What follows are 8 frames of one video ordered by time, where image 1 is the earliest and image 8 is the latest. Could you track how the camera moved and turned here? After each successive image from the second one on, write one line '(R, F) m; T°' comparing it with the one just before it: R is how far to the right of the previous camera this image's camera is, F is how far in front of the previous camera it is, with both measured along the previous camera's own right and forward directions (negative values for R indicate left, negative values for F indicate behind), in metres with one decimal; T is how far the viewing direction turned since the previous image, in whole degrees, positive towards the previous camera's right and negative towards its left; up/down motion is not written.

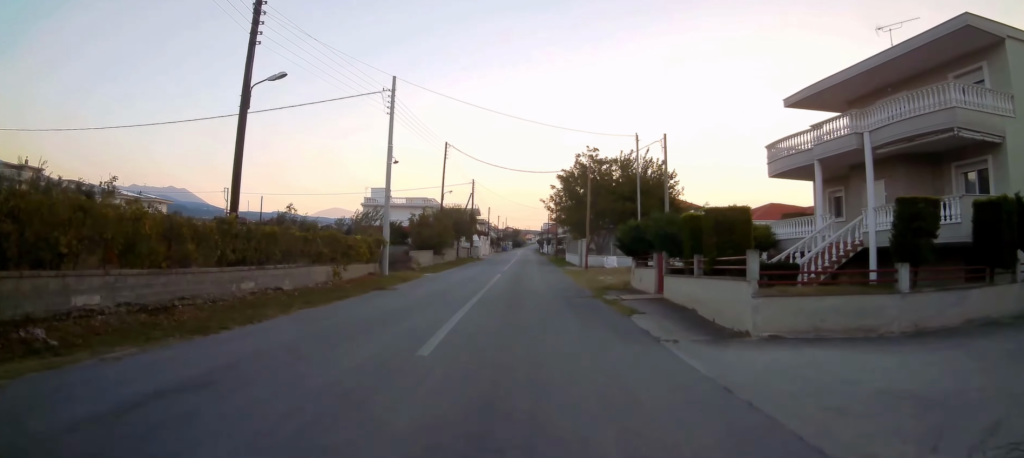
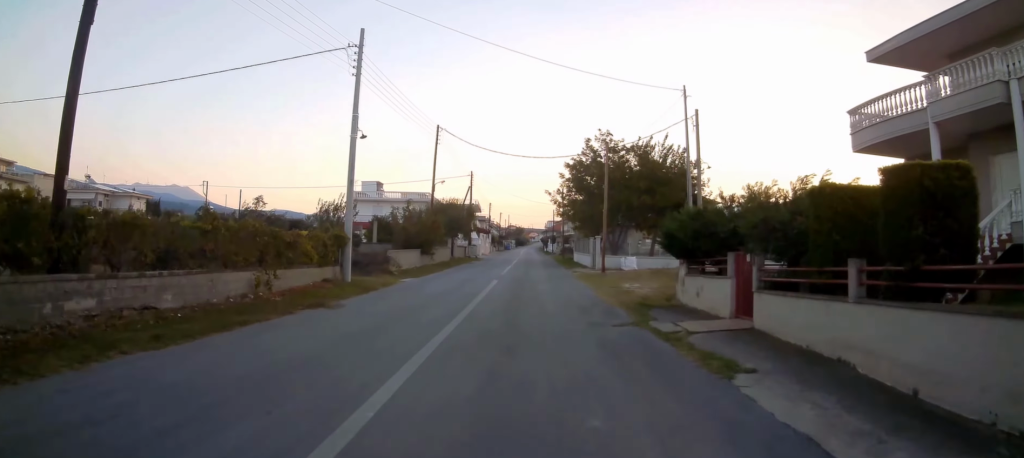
(+0.3, +7.1) m; +1°
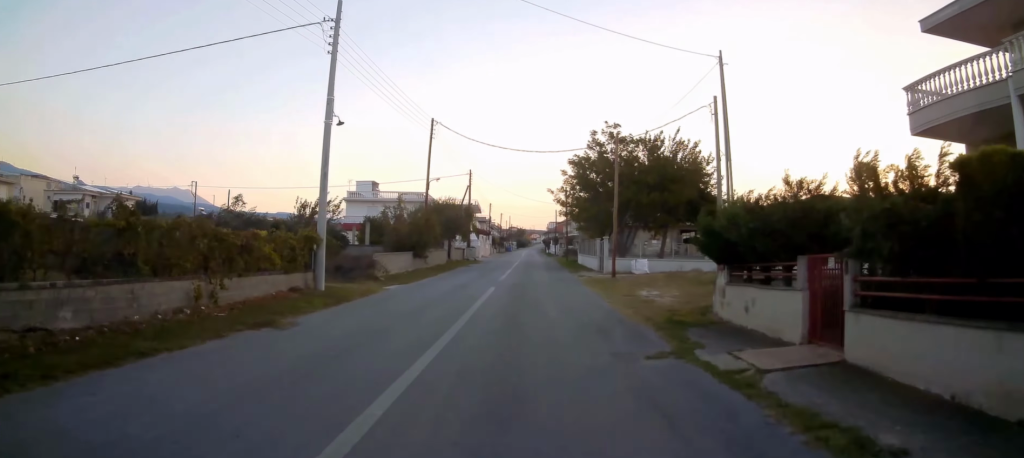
(+0.2, +3.4) m; 0°
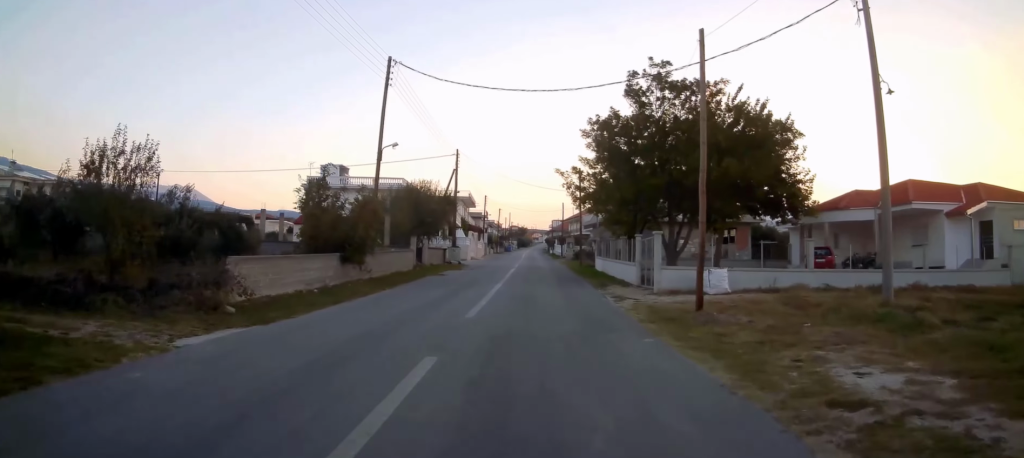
(-0.8, +15.4) m; -2°
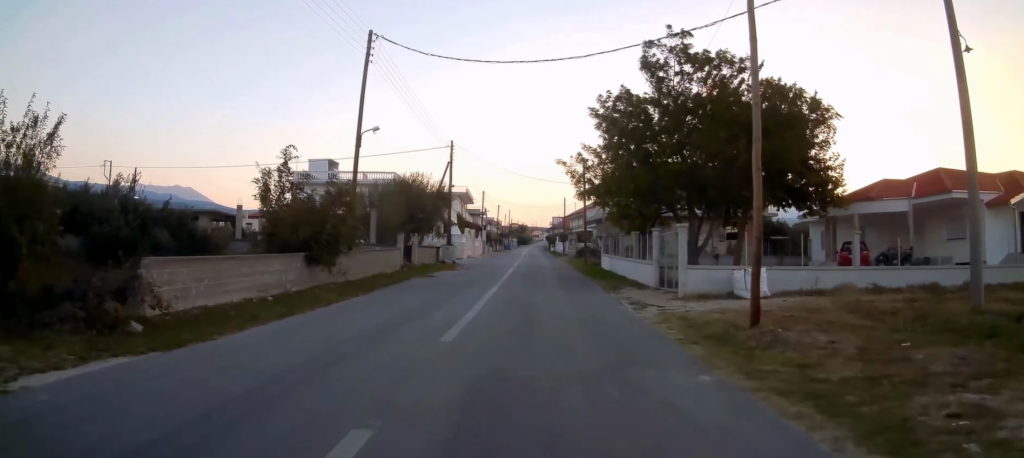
(0.0, +3.8) m; +1°
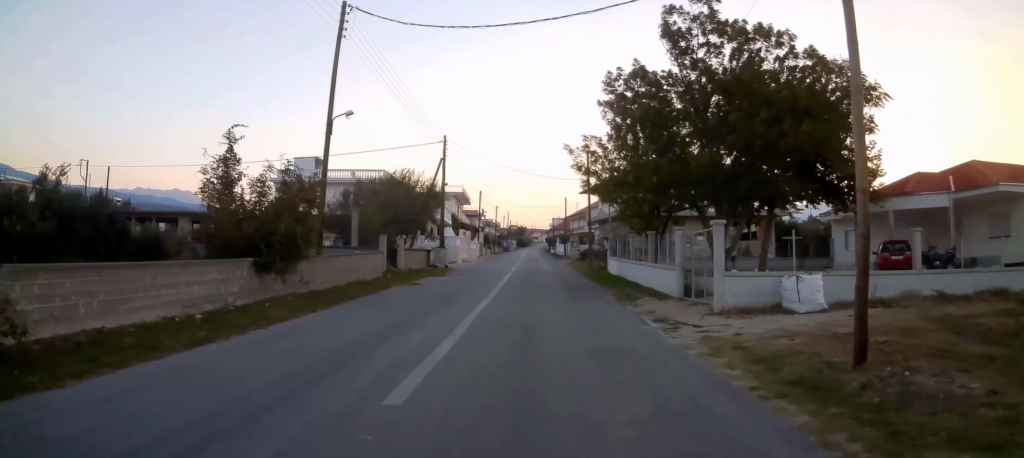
(0.0, +3.9) m; +1°
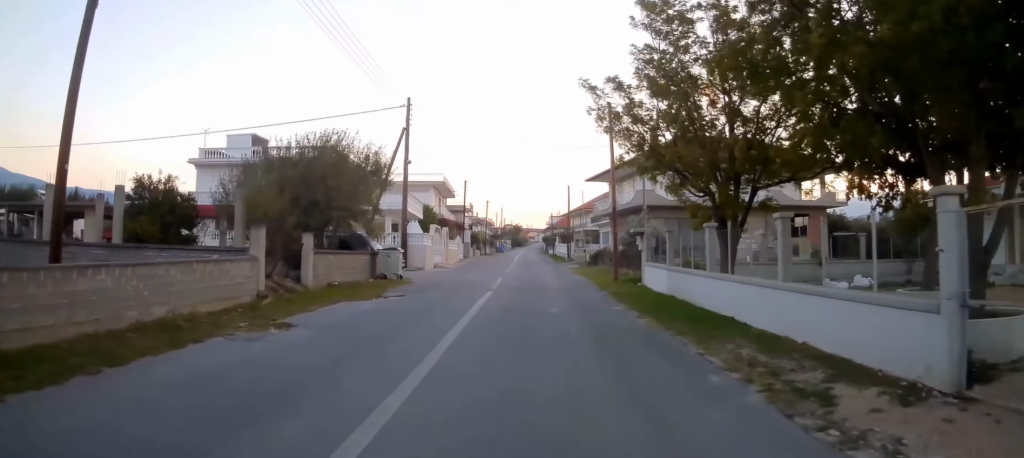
(+0.4, +13.7) m; +1°
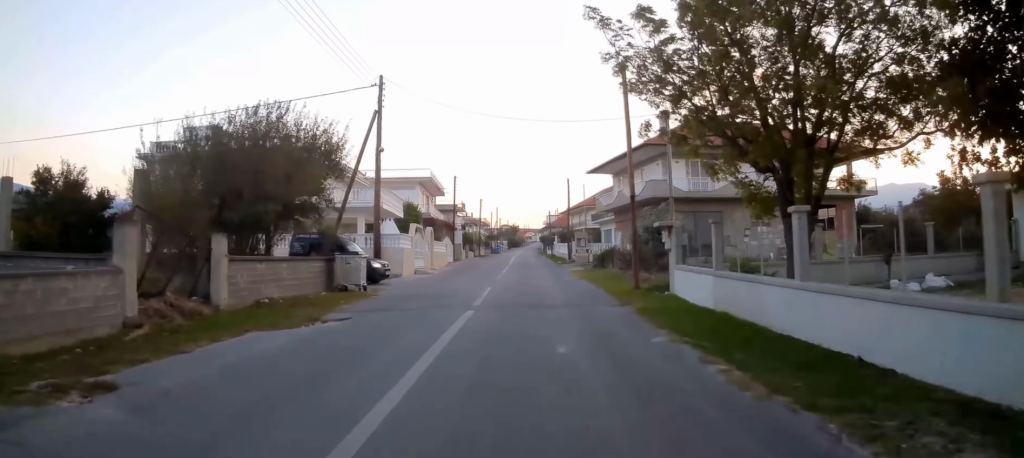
(-0.2, +5.8) m; -1°
